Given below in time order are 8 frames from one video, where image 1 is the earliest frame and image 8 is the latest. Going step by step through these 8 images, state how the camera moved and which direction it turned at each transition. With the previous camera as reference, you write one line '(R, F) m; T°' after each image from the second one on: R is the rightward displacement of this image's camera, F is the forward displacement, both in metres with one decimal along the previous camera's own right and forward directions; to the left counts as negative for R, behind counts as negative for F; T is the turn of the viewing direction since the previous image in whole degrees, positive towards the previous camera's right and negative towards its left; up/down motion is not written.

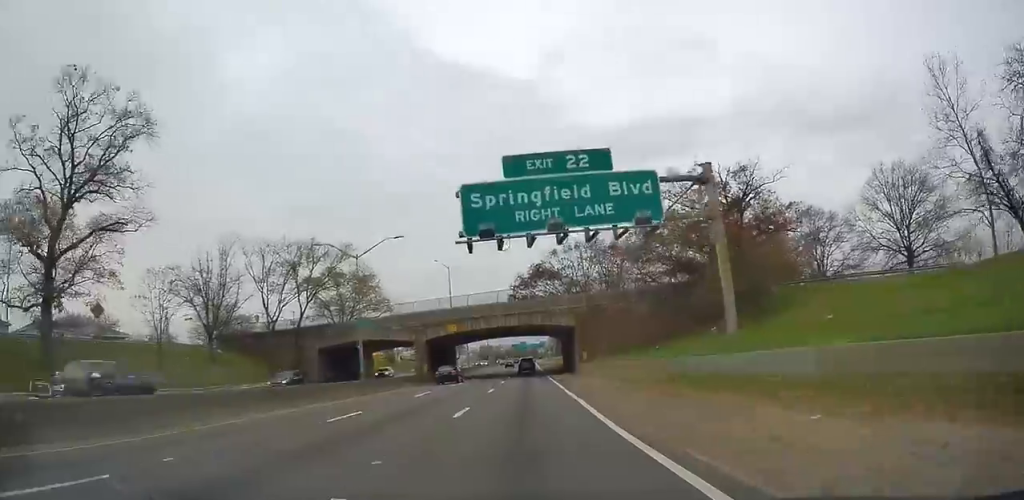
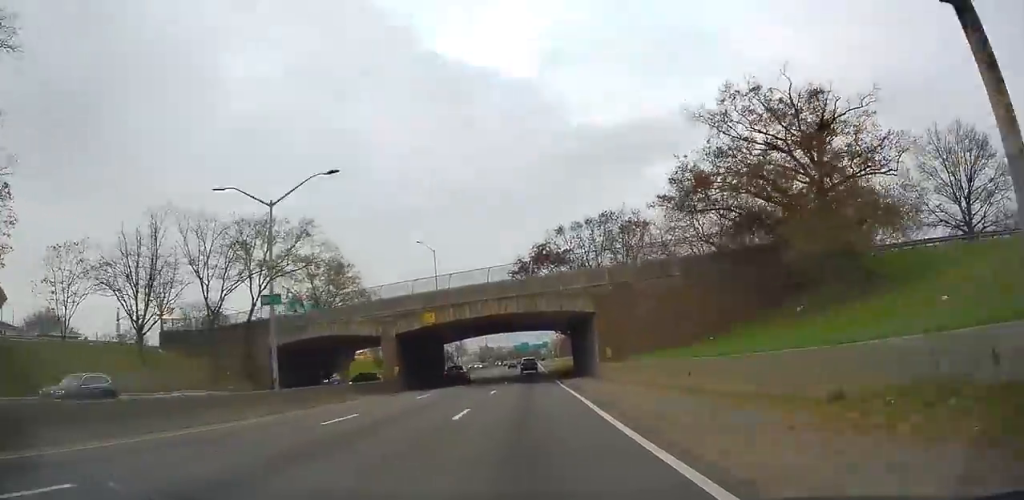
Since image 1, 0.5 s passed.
(0.0, +12.8) m; 0°
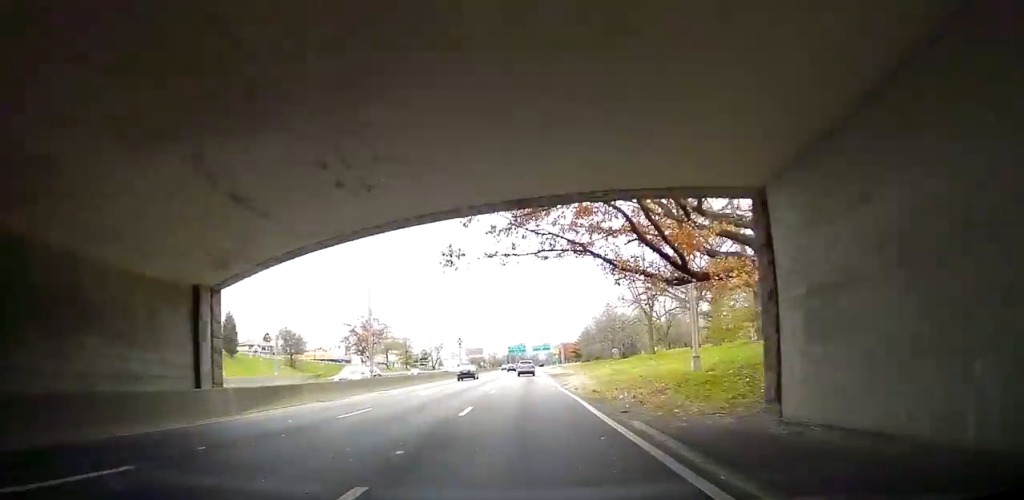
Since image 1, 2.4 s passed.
(0.0, +46.6) m; 0°
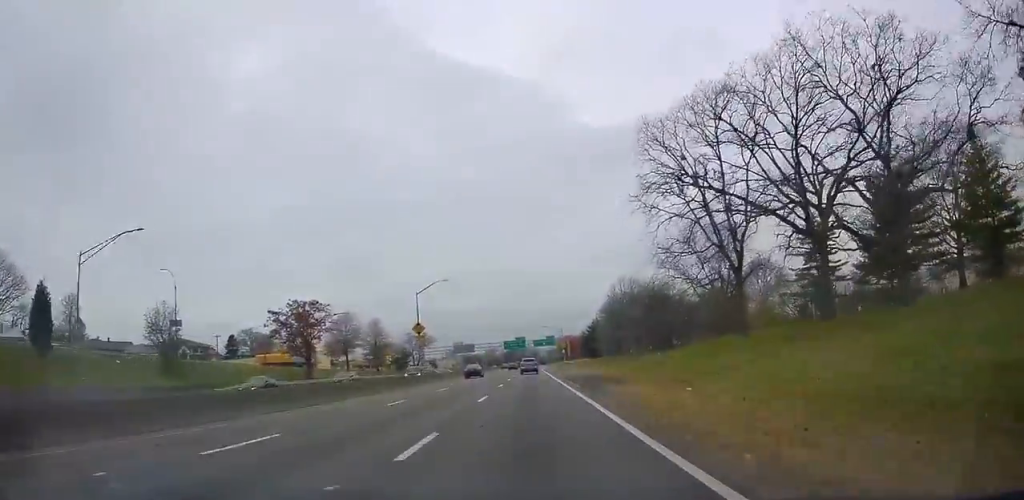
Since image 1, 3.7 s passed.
(0.0, +31.8) m; 0°
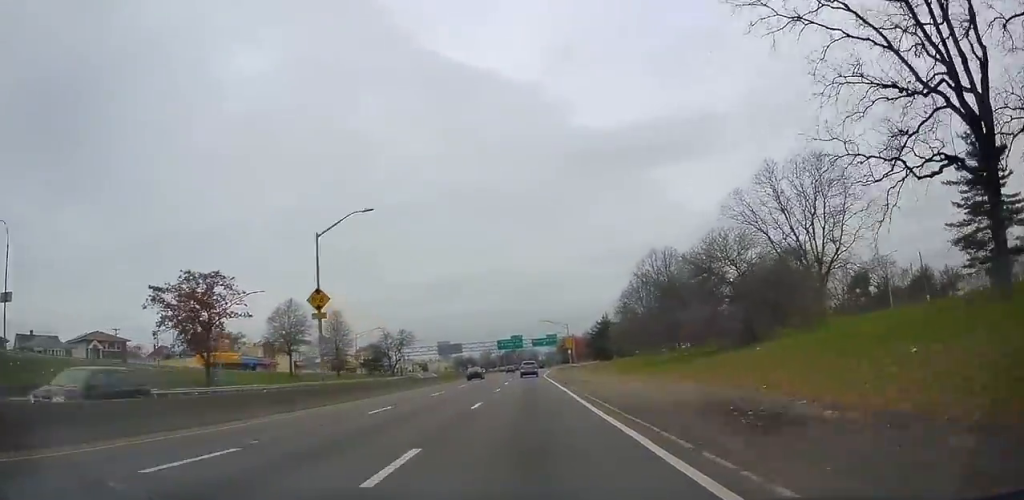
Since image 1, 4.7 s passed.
(0.0, +25.6) m; 0°
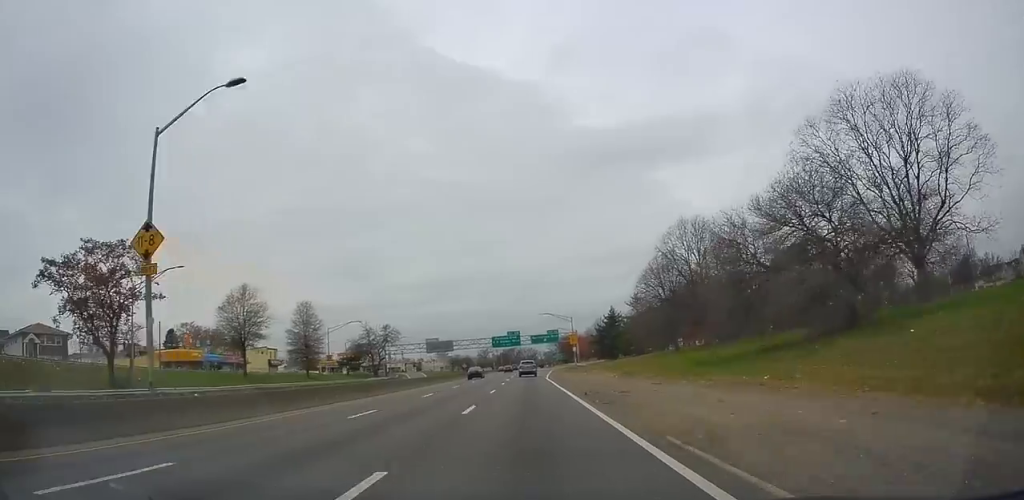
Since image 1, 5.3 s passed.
(0.0, +14.1) m; 0°
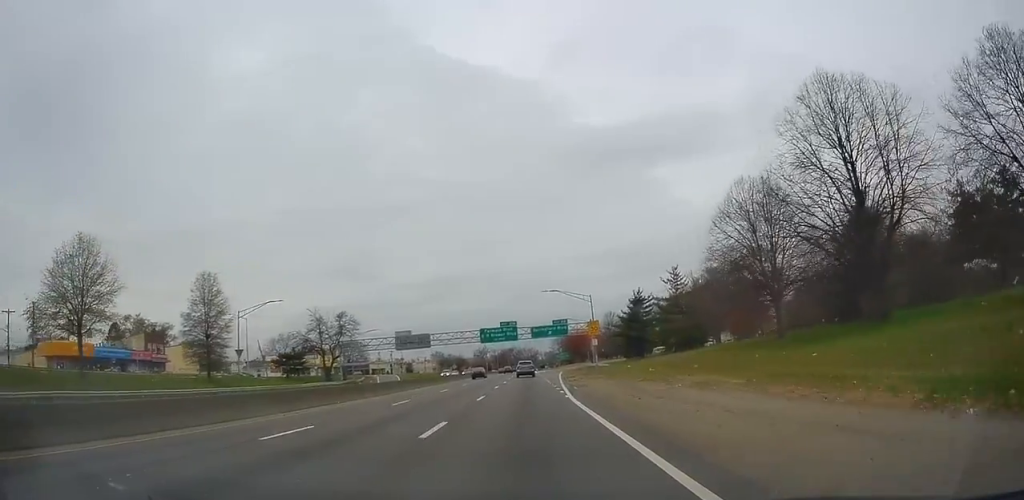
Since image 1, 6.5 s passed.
(0.0, +29.6) m; 0°
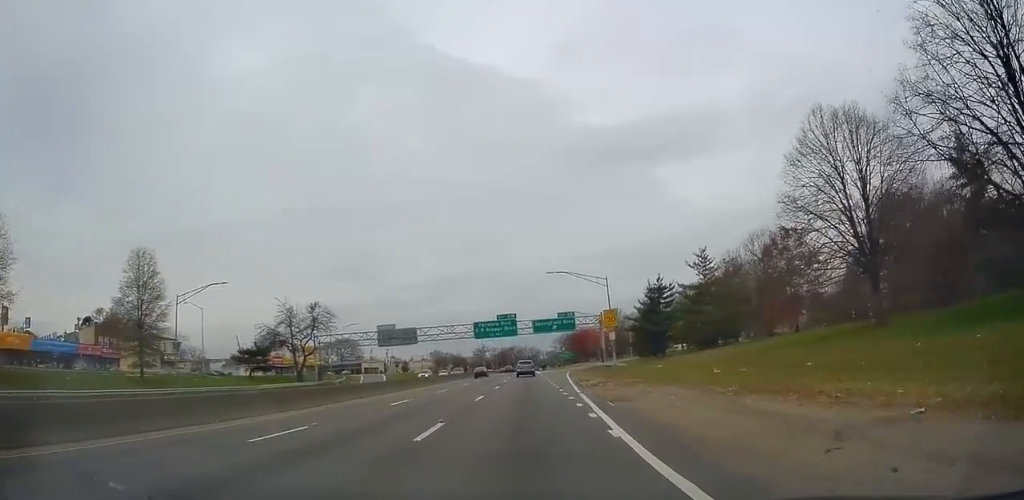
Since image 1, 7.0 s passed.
(0.0, +12.6) m; 0°
